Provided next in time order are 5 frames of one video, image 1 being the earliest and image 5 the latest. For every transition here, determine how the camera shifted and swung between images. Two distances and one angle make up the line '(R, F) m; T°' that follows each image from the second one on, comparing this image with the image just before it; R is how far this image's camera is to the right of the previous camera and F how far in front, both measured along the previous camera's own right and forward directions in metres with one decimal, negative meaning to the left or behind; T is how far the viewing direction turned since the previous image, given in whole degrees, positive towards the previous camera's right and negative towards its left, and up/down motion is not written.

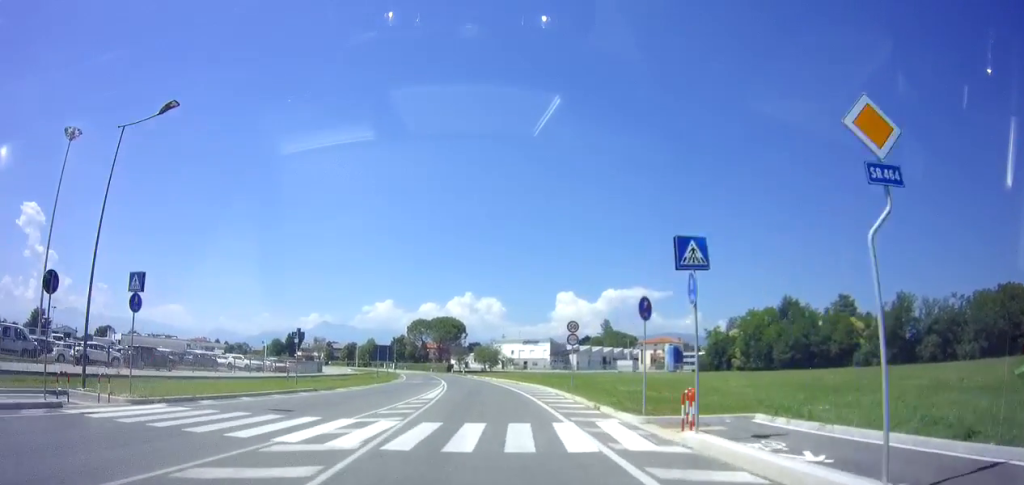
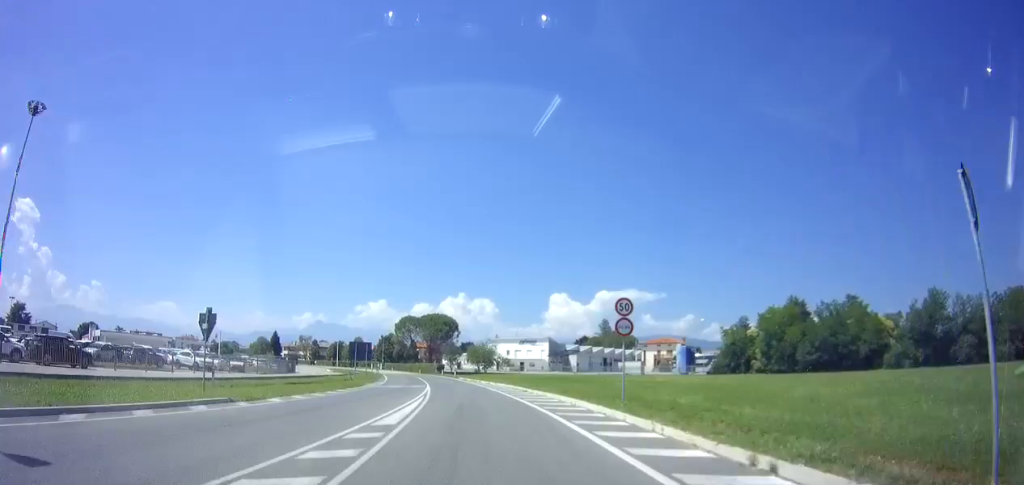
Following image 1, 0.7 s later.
(+0.1, +9.4) m; +1°
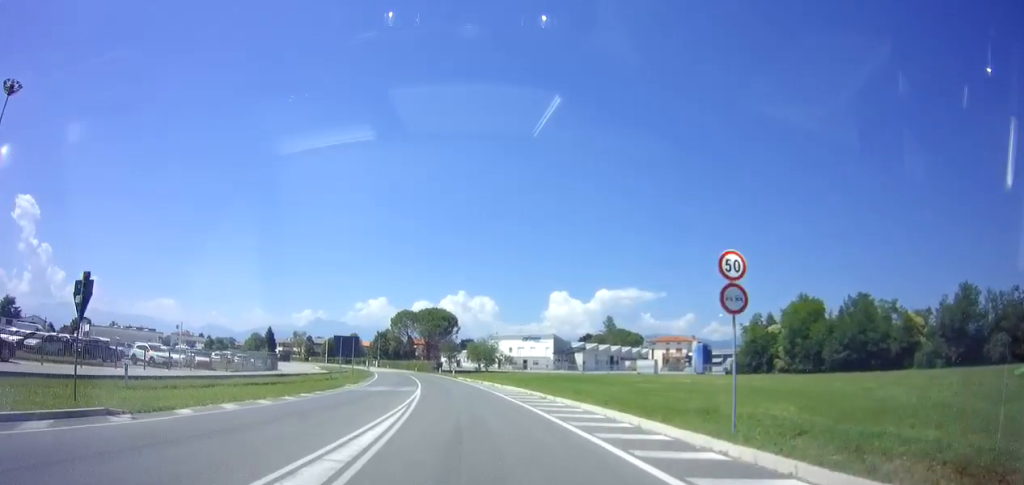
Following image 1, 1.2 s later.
(0.0, +7.3) m; 0°
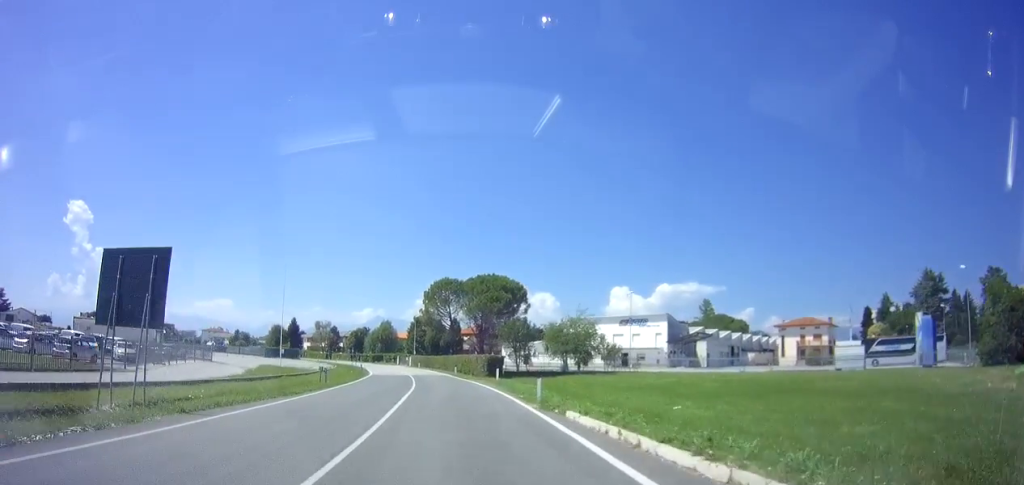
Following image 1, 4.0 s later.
(-1.0, +39.4) m; -6°
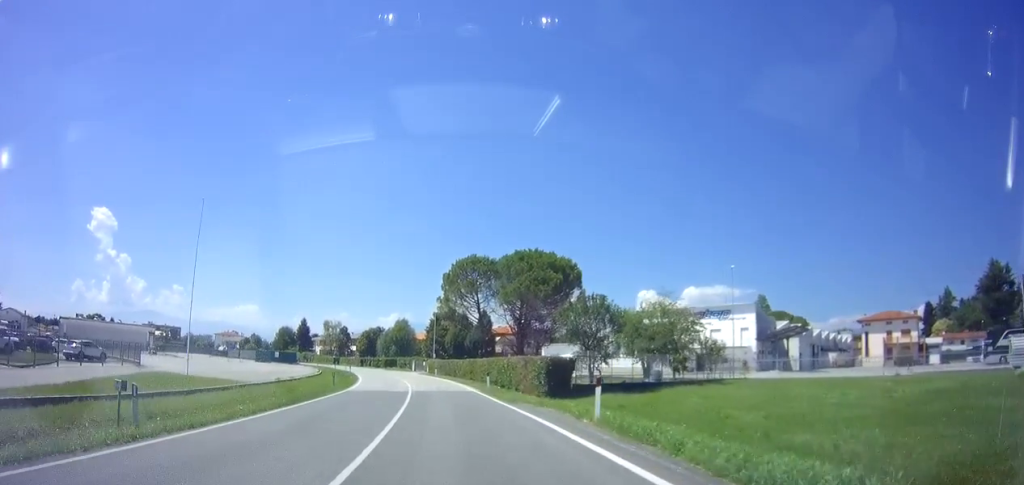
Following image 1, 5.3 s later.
(-0.7, +19.2) m; -4°
